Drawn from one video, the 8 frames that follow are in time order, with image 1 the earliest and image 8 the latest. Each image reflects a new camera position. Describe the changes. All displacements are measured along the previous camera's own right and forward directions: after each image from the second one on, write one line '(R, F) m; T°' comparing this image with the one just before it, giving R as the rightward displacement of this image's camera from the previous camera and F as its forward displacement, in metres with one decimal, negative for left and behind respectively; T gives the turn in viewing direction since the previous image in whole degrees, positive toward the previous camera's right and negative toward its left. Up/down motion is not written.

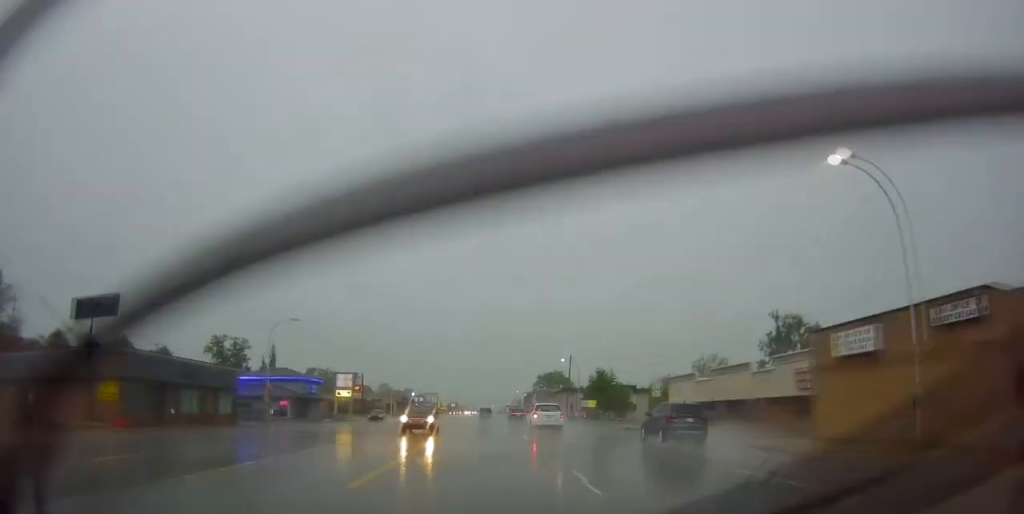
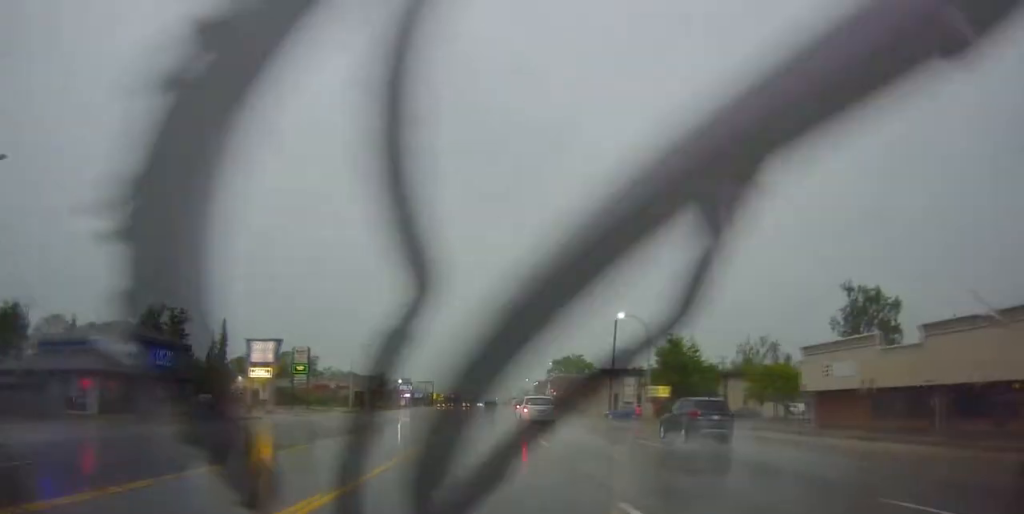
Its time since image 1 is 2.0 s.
(-0.1, +36.3) m; -1°
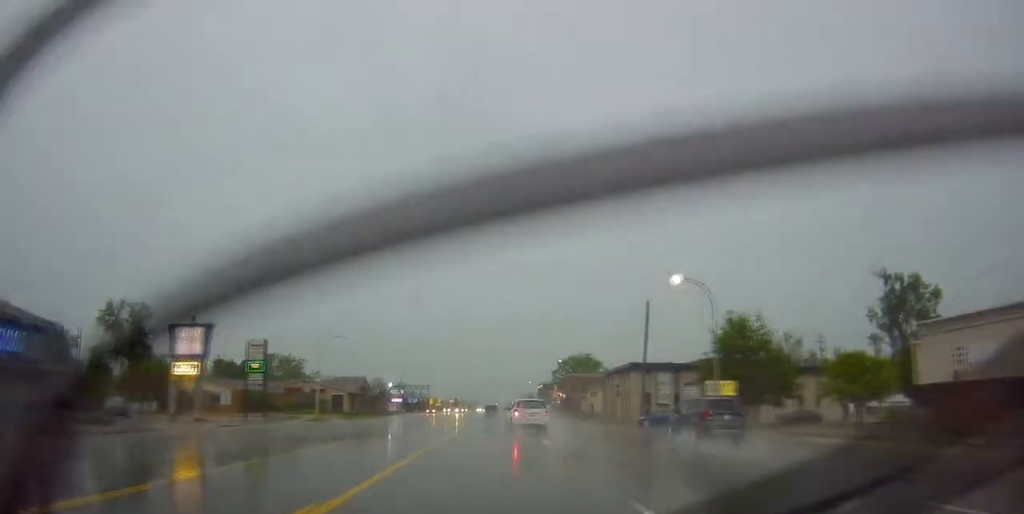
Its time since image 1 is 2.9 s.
(0.0, +15.2) m; +1°
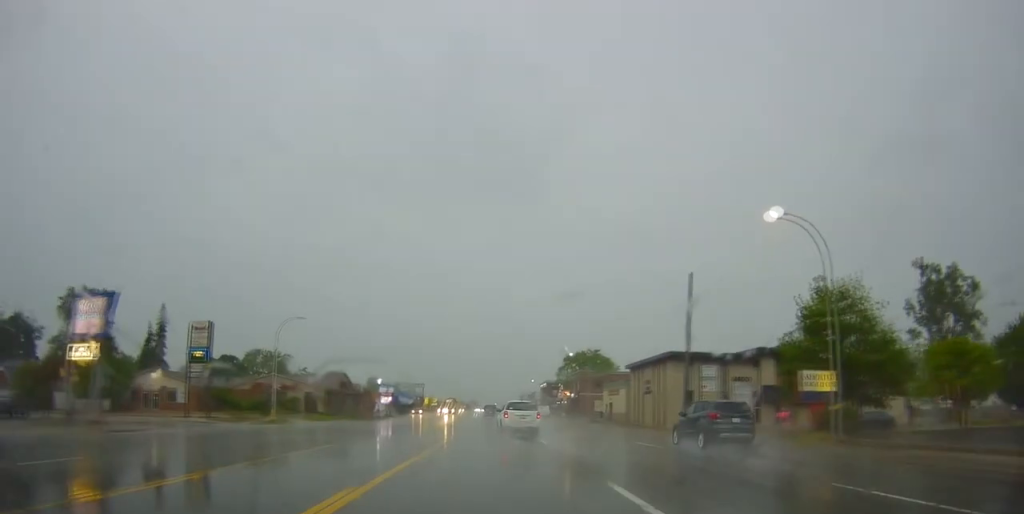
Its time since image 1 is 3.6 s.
(+0.2, +12.9) m; +1°
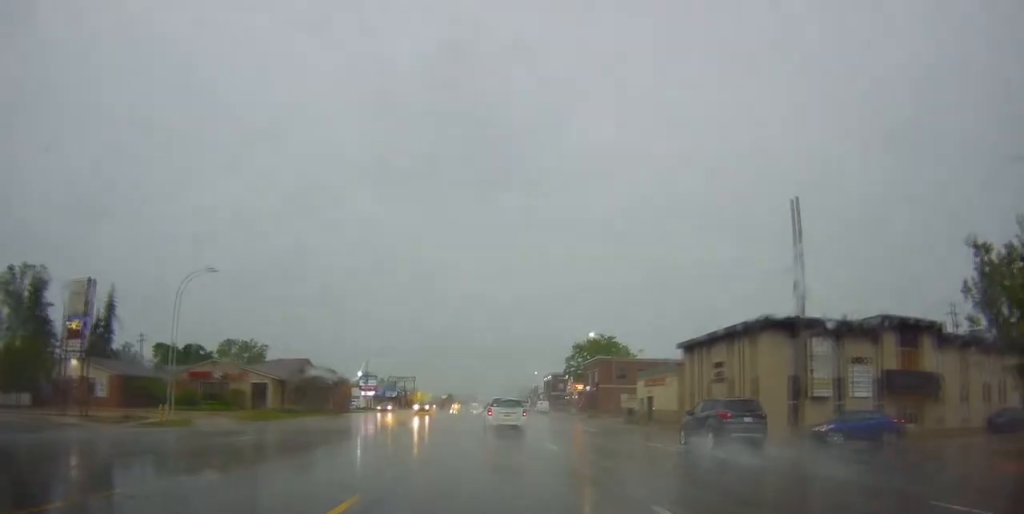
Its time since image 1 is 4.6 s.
(0.0, +17.6) m; 0°
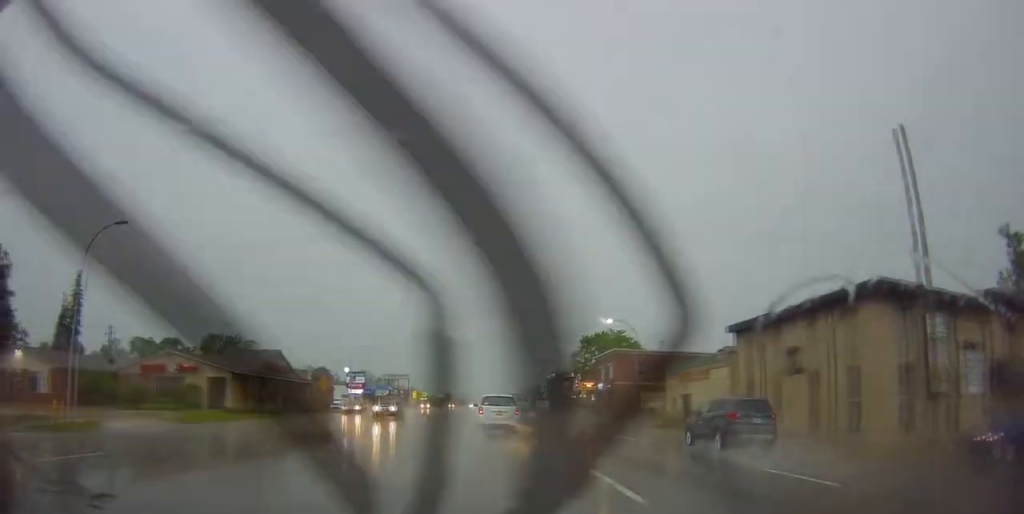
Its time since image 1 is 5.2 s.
(+0.1, +10.0) m; -1°
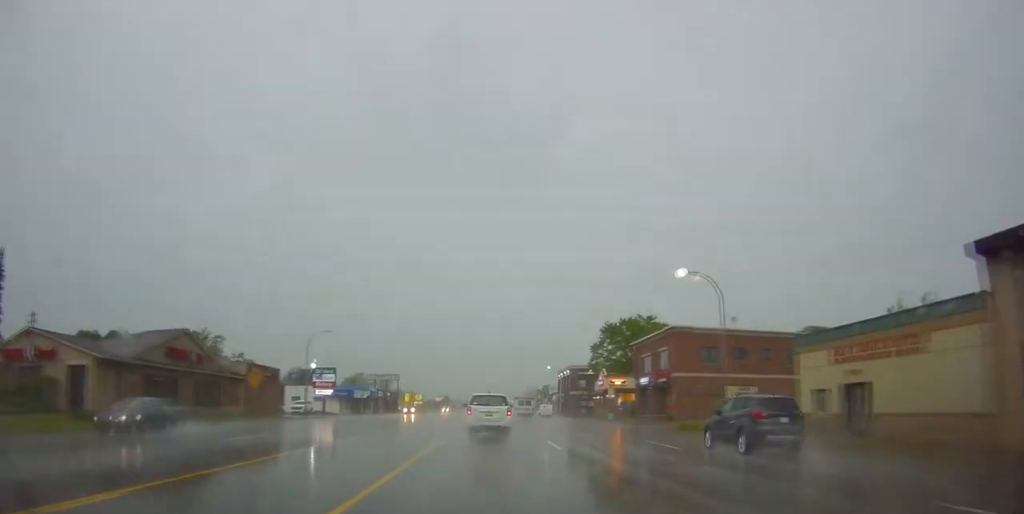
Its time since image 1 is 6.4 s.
(-0.5, +21.1) m; -2°
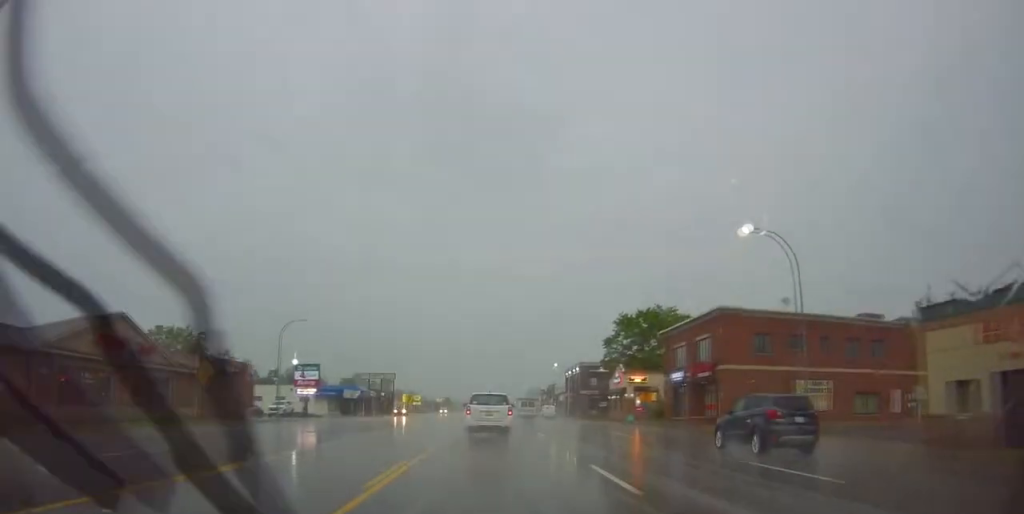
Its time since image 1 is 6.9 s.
(0.0, +9.2) m; +1°
